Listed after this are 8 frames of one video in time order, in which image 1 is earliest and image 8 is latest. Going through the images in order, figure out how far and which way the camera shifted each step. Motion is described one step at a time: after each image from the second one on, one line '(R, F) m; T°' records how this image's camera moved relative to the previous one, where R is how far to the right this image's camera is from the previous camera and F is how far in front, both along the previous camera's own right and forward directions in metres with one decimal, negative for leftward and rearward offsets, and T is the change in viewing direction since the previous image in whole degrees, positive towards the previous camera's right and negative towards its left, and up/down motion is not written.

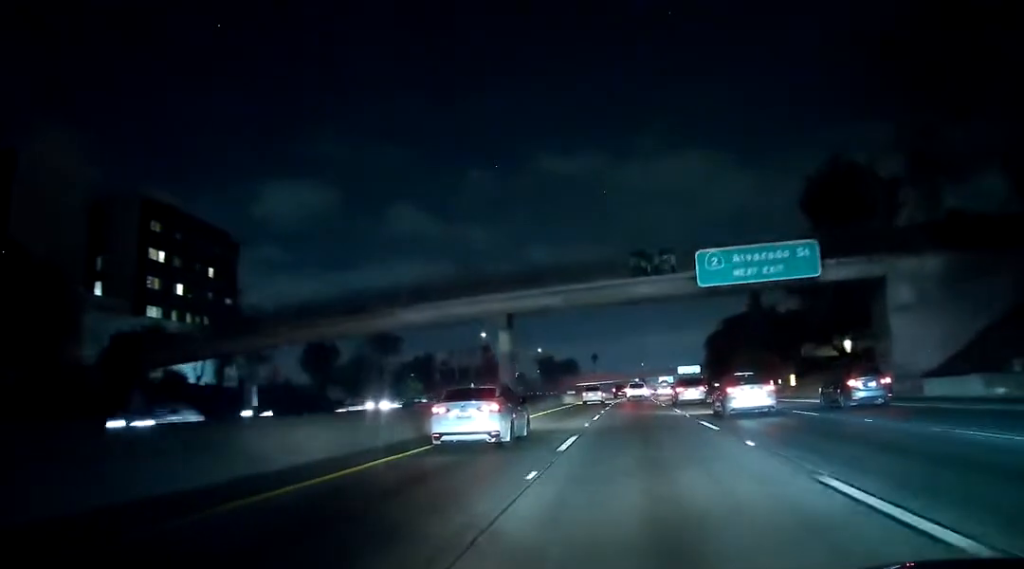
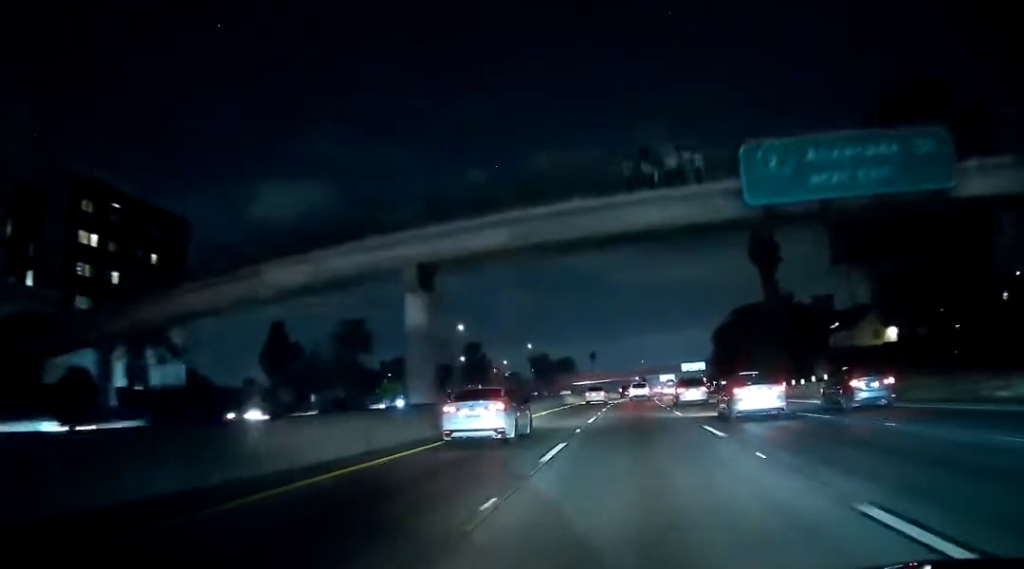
(0.0, +15.6) m; 0°
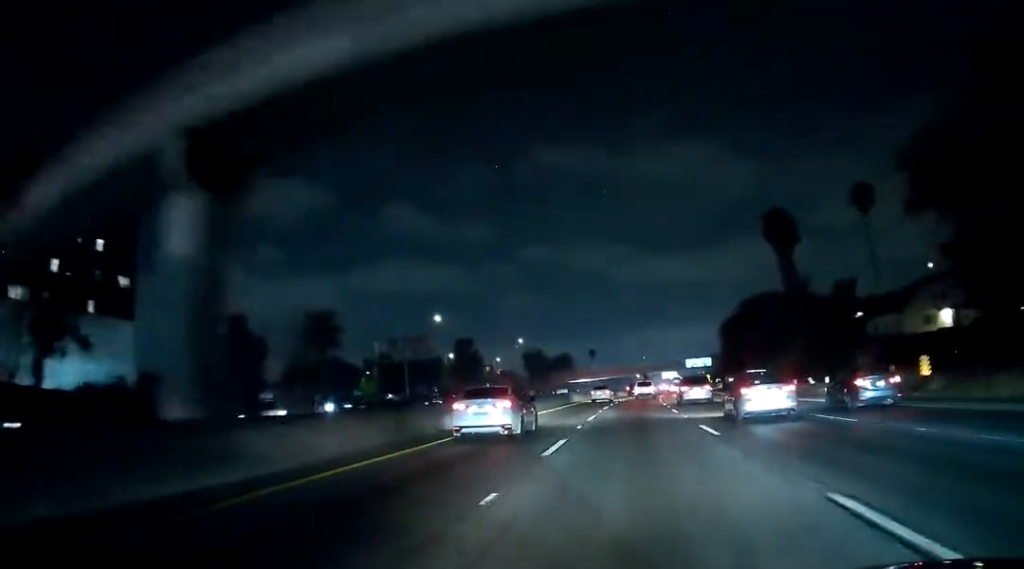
(0.0, +14.1) m; 0°
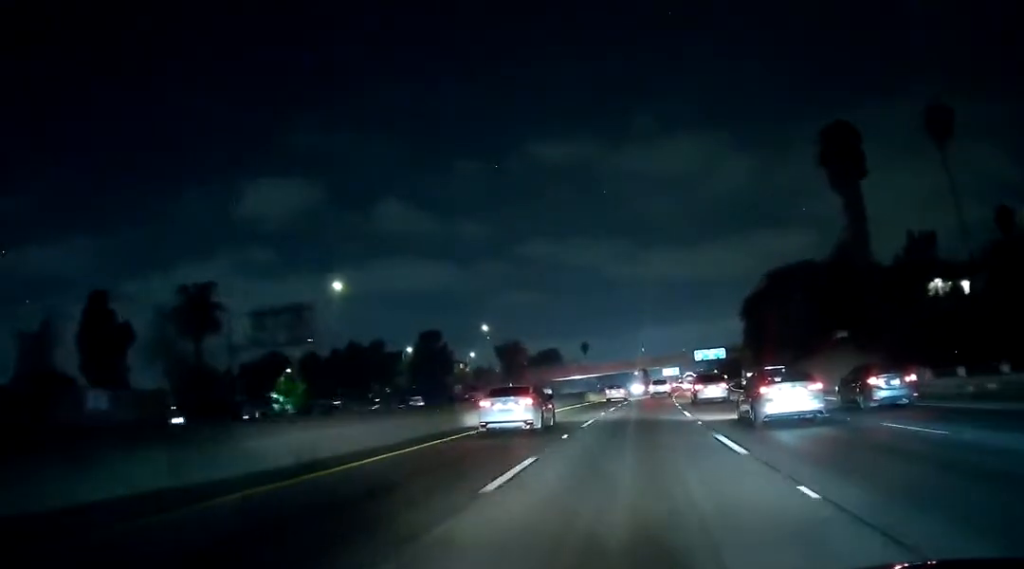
(+0.3, +34.1) m; +1°
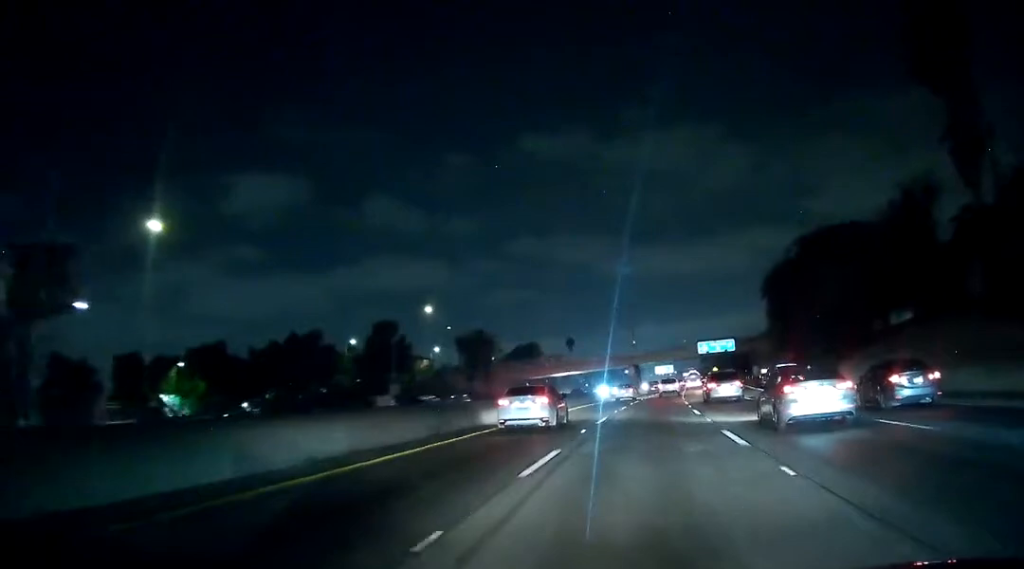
(+0.1, +27.8) m; +1°
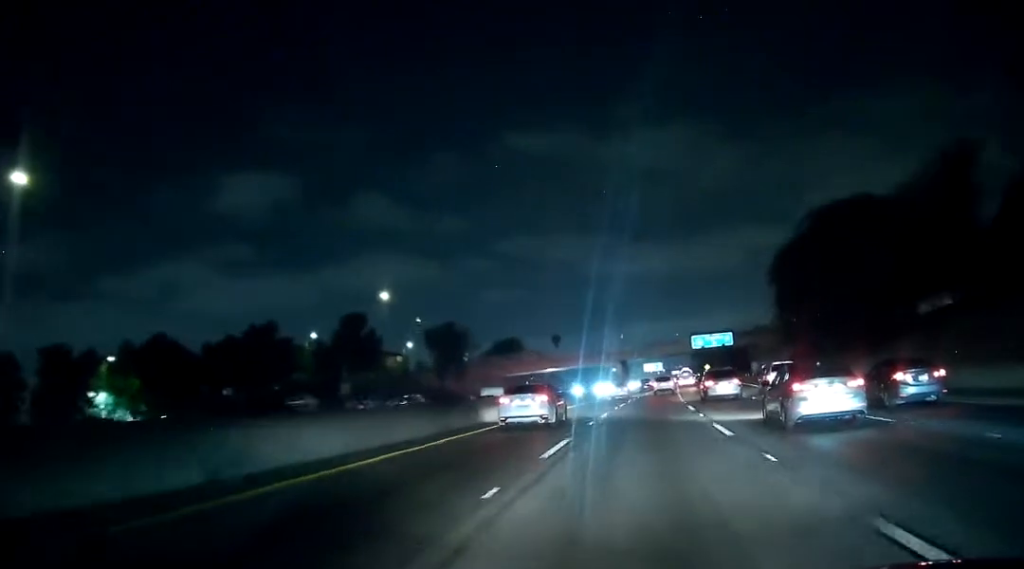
(0.0, +12.7) m; 0°
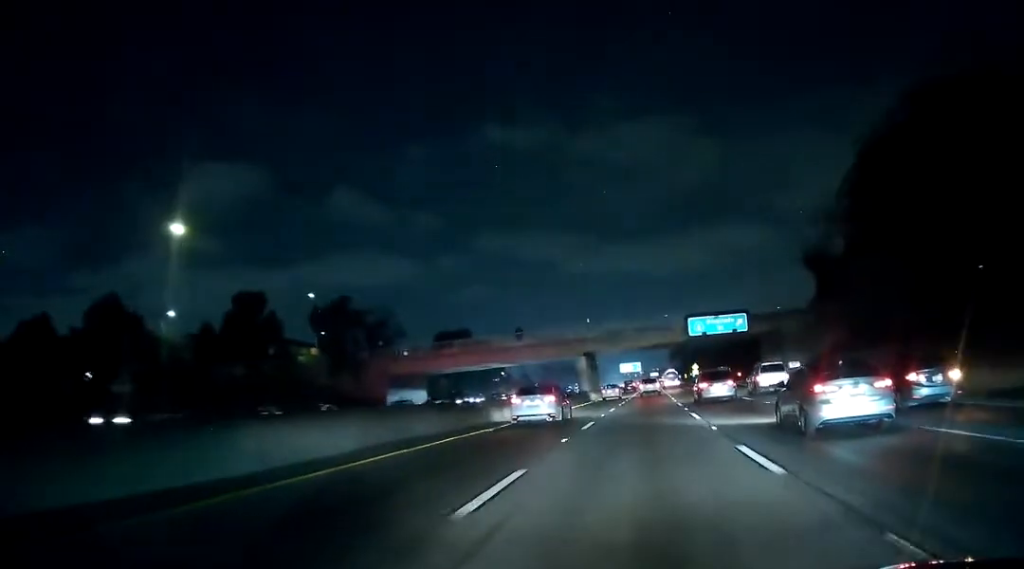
(+0.6, +35.9) m; +1°
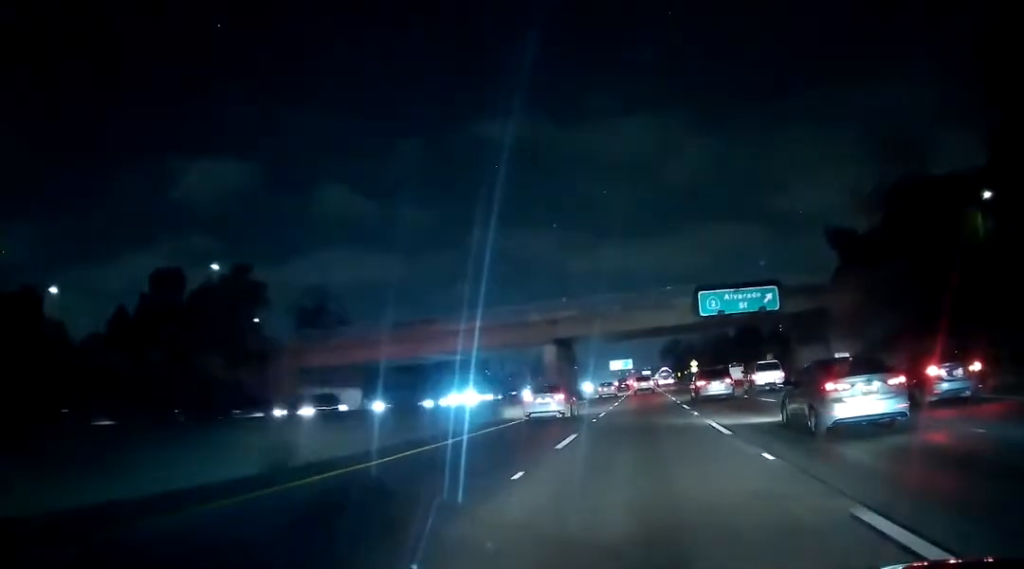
(+0.2, +22.3) m; +1°
